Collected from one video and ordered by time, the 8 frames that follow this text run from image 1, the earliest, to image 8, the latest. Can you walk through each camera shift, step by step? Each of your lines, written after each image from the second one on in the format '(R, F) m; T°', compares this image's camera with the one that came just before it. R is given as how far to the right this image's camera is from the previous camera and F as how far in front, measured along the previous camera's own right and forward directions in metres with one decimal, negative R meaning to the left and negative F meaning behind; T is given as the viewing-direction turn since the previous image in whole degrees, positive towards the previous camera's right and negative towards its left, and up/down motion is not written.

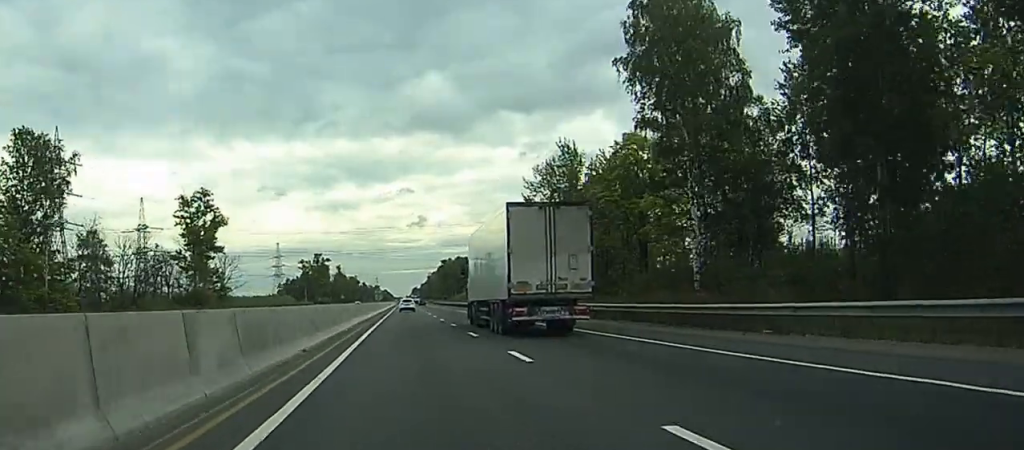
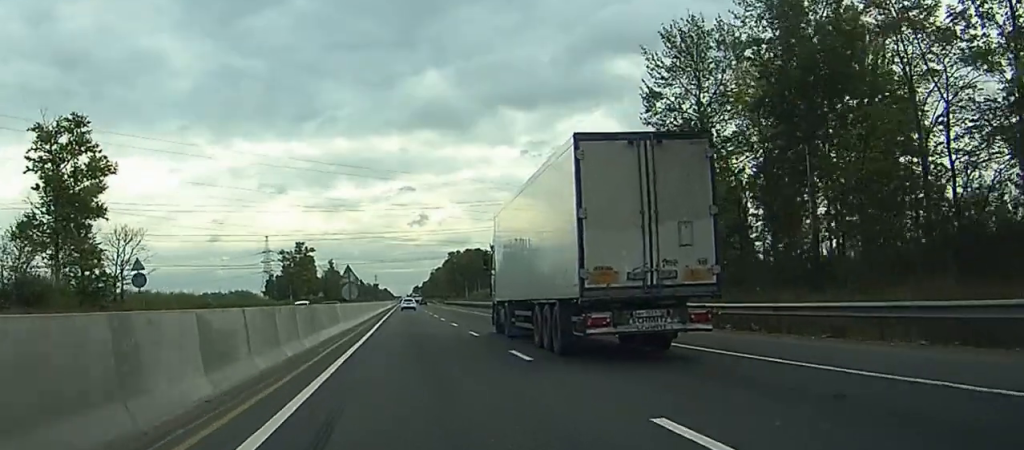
(-0.2, +58.9) m; 0°
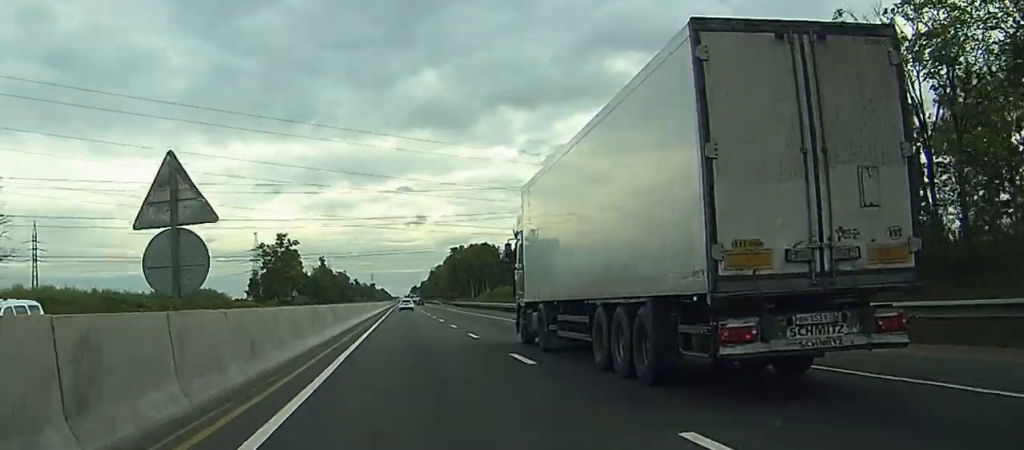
(+0.2, +36.3) m; -1°
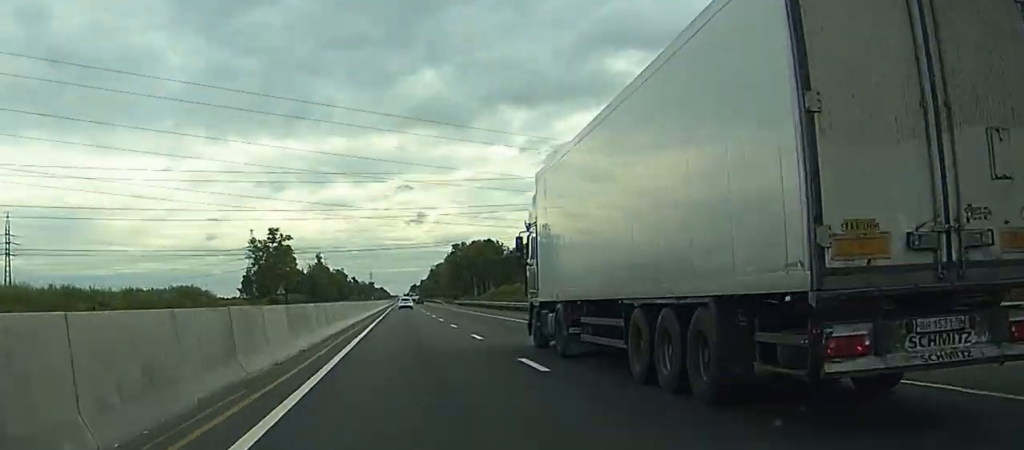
(-0.1, +13.7) m; 0°
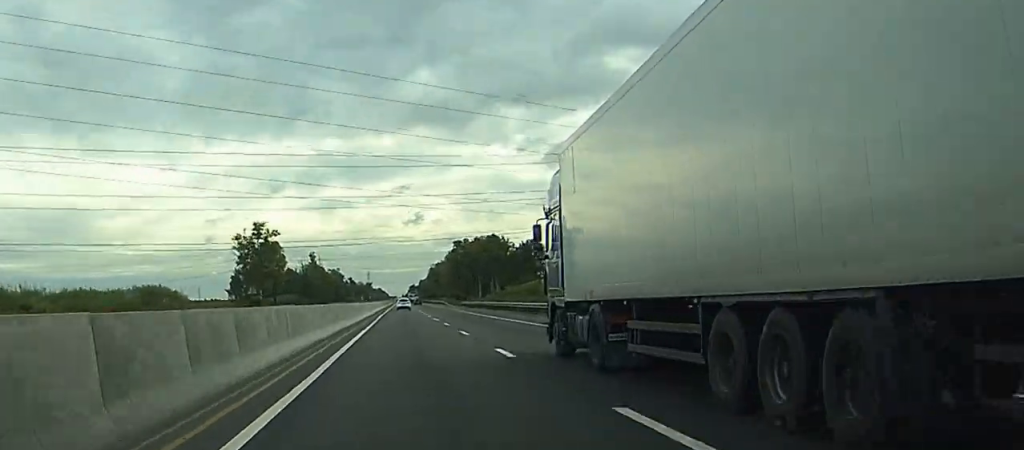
(-0.5, +20.2) m; -1°
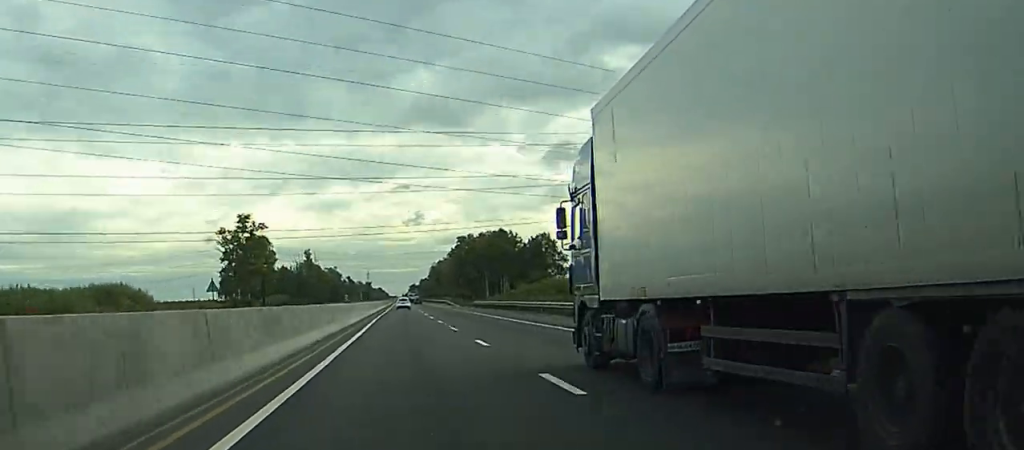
(+0.3, +19.4) m; +1°
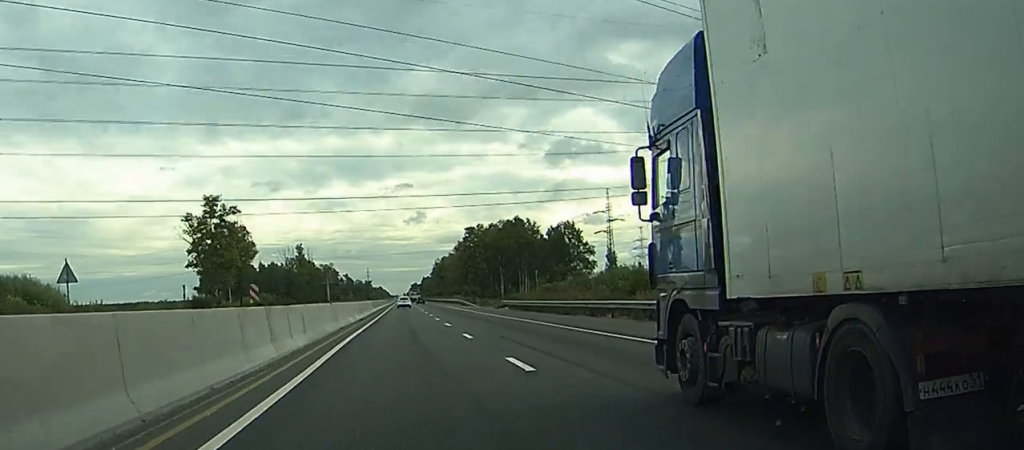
(+0.3, +32.3) m; 0°
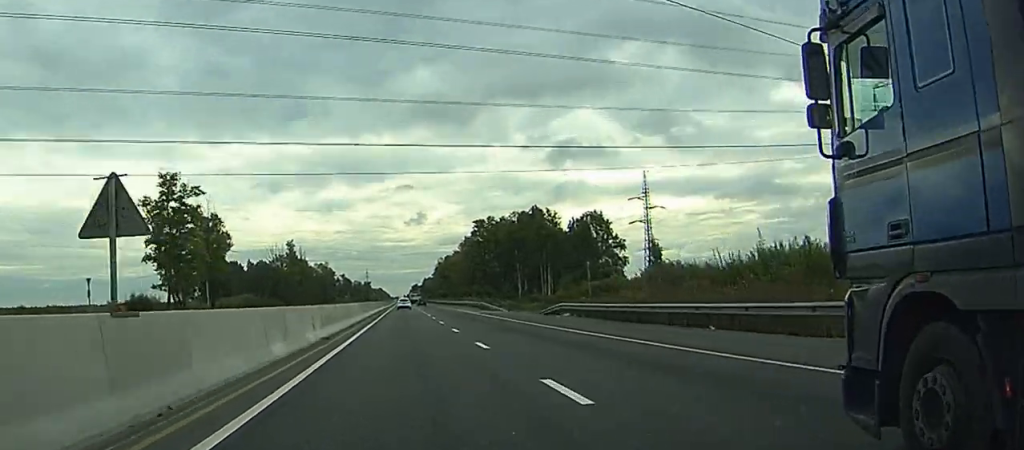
(-0.1, +28.6) m; 0°
